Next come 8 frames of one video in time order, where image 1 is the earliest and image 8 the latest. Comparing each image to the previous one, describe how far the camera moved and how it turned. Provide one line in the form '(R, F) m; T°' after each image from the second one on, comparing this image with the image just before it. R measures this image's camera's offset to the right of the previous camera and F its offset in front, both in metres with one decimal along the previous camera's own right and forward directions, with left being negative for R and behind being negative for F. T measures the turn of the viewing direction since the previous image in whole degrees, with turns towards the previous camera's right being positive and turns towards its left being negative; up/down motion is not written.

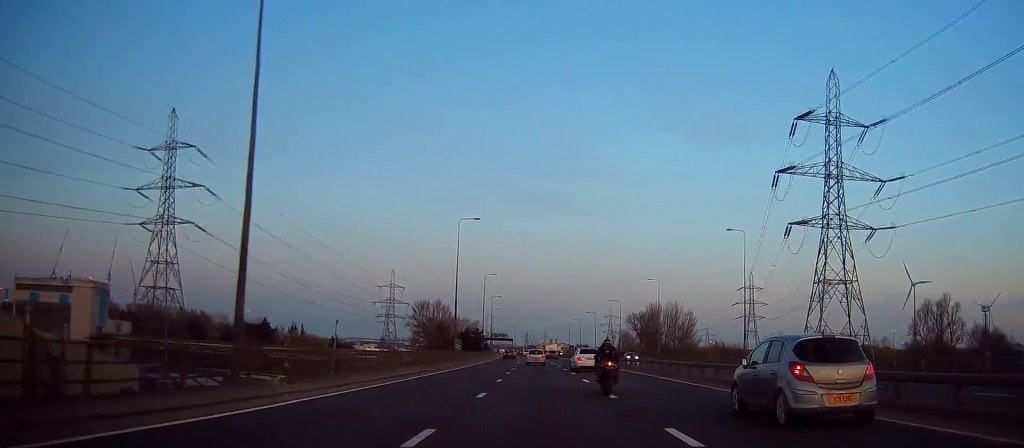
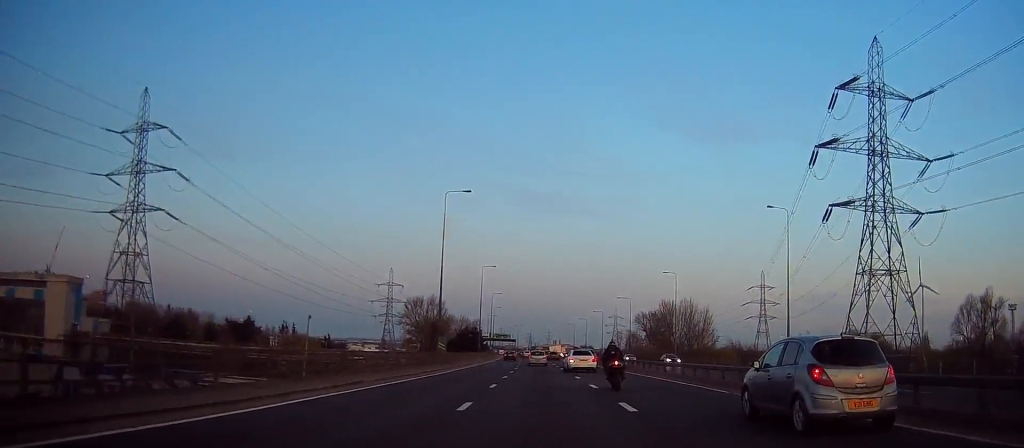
(+0.1, +12.9) m; 0°
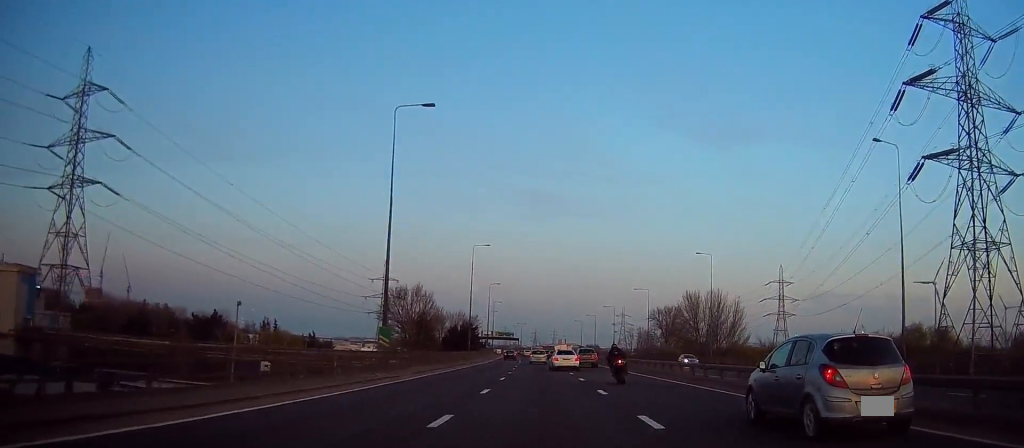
(0.0, +21.4) m; -1°
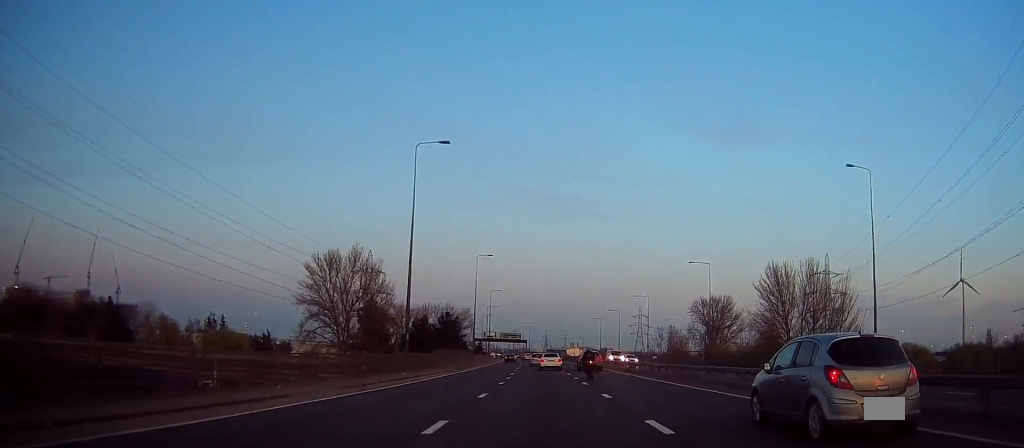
(-0.9, +45.8) m; -2°
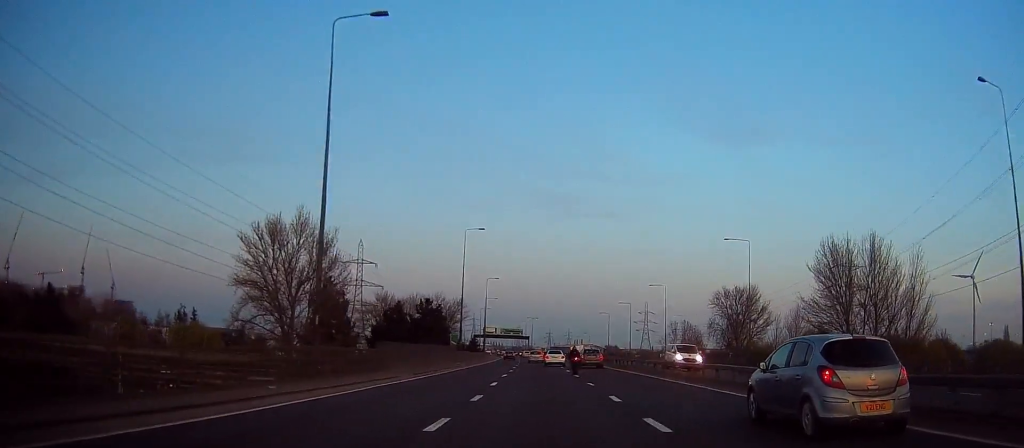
(-0.2, +18.1) m; 0°
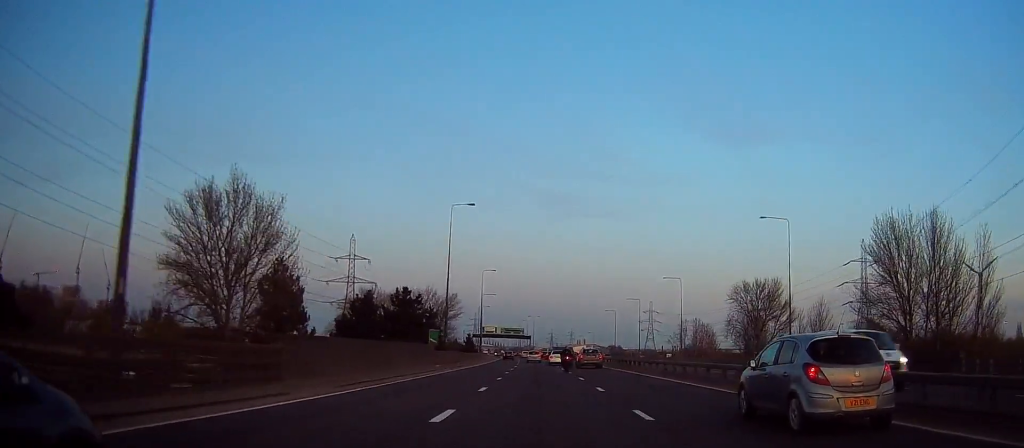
(+0.1, +13.1) m; 0°
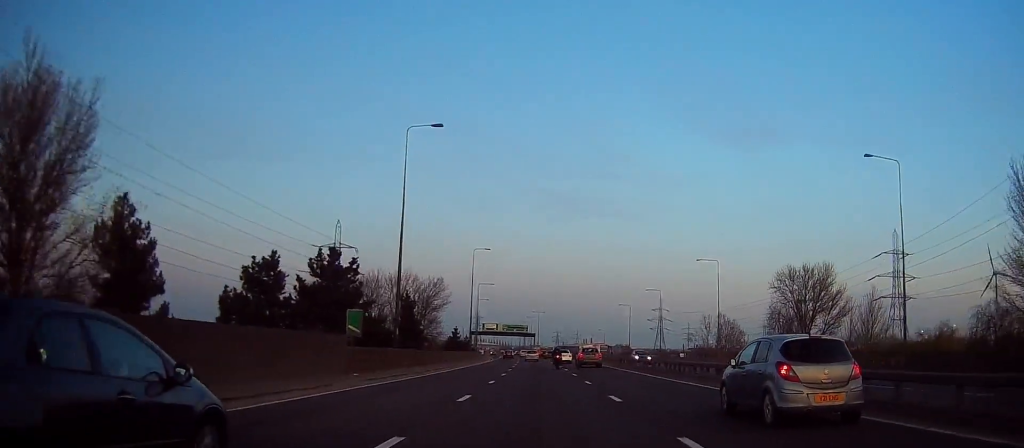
(+0.2, +22.8) m; -1°
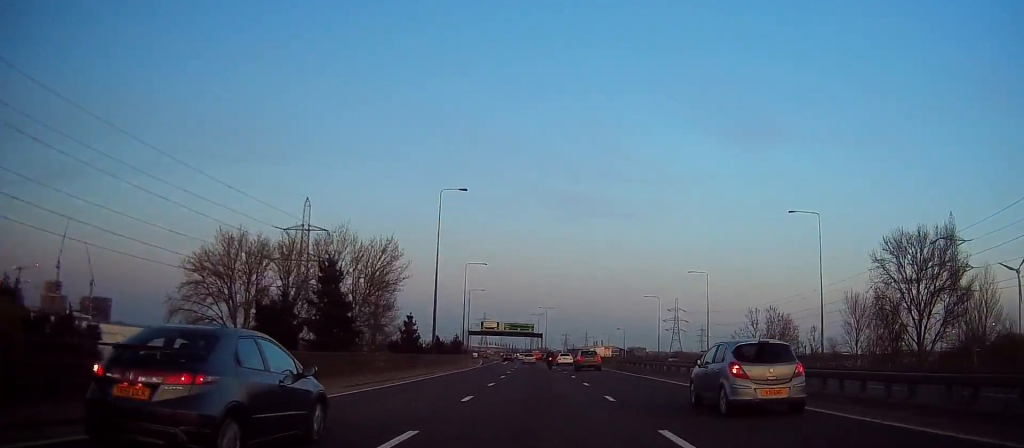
(-0.7, +35.6) m; 0°
